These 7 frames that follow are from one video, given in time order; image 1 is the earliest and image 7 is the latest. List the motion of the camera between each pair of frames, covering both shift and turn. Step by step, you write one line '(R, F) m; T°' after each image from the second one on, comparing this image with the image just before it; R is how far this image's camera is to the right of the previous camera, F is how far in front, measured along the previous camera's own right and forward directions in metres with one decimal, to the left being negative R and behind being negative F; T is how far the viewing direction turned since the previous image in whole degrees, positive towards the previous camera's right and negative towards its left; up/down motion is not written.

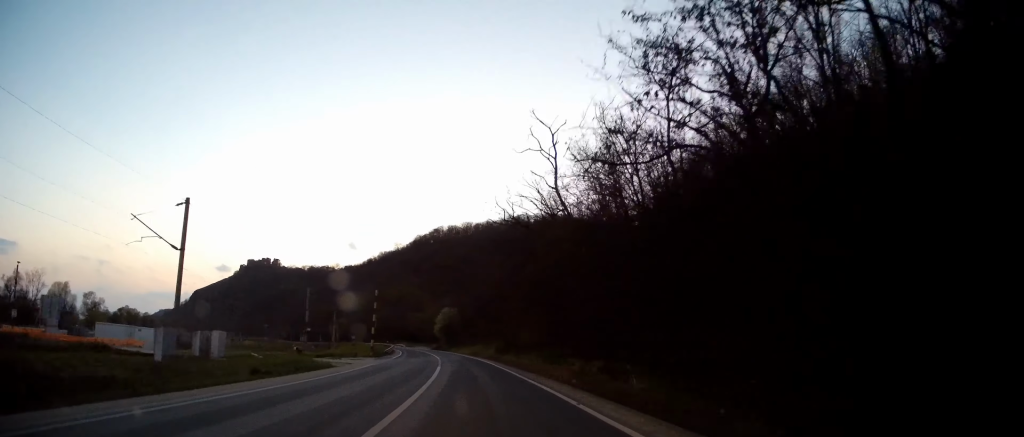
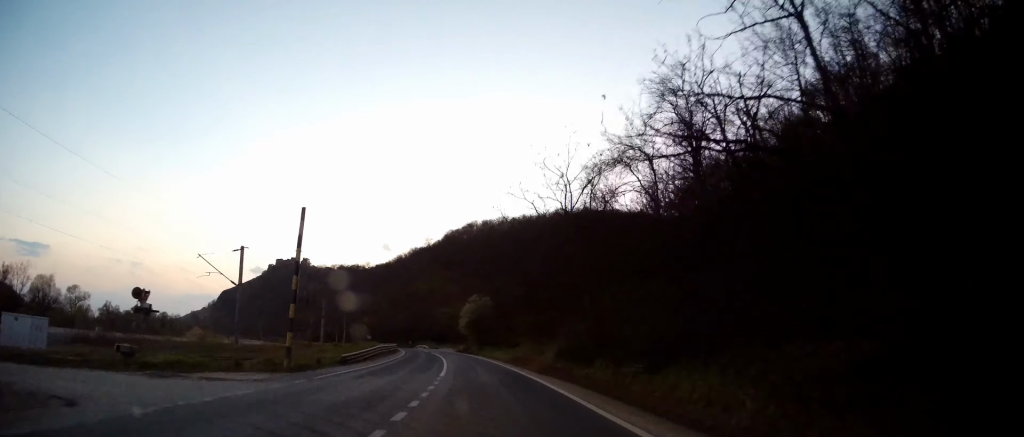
(-0.9, +25.9) m; -5°
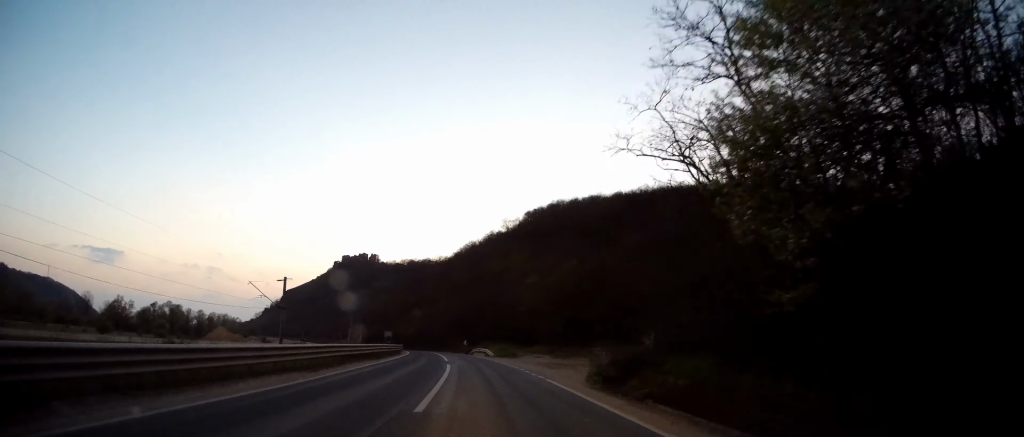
(-5.4, +68.1) m; -8°
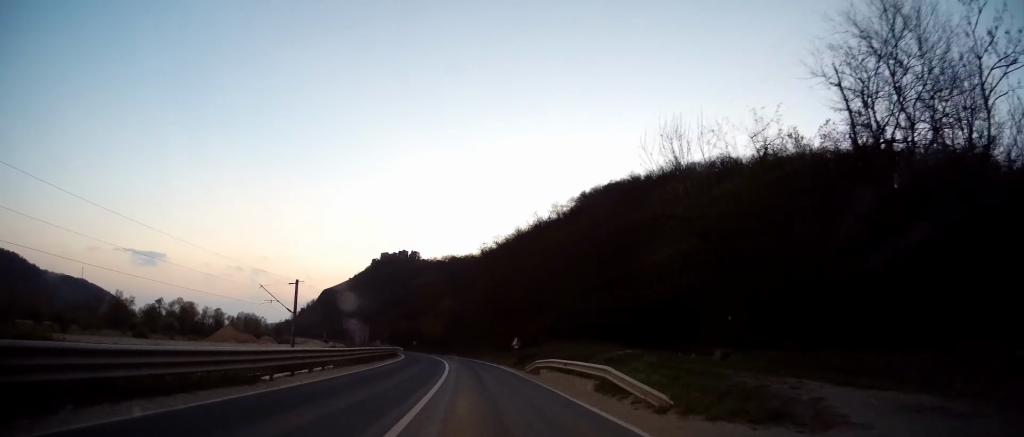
(-2.2, +41.3) m; -5°
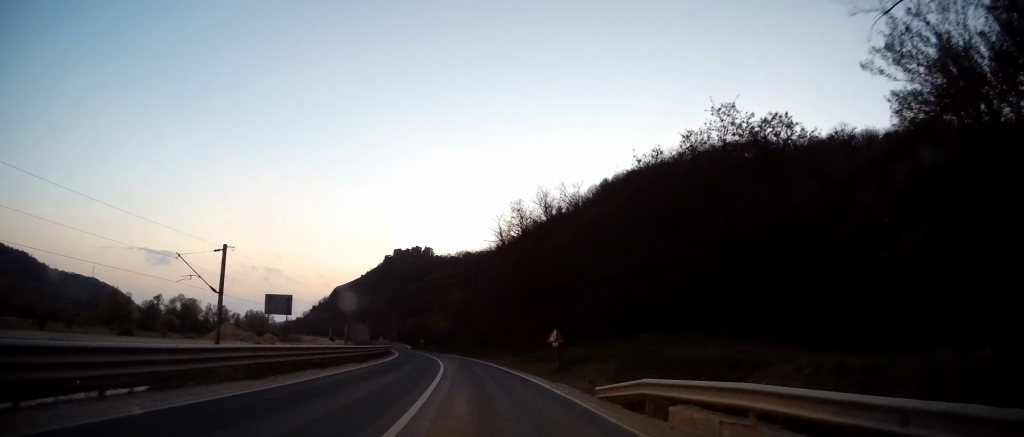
(-0.2, +15.8) m; -1°
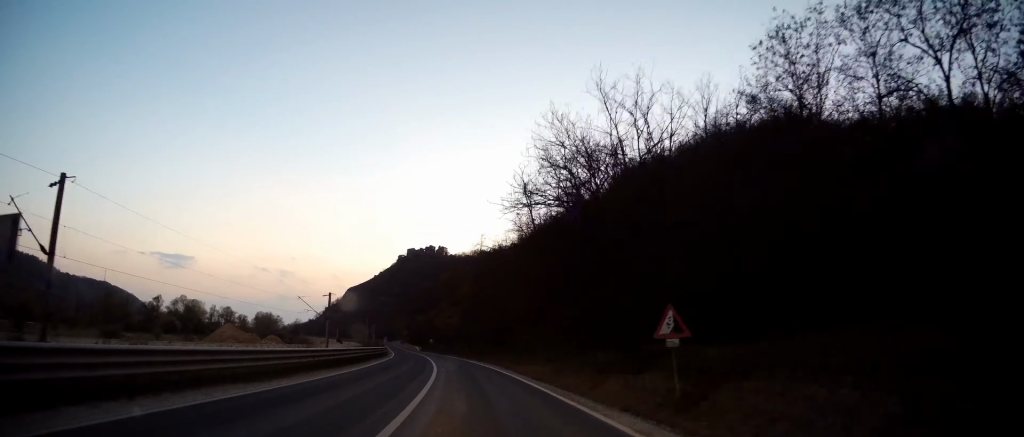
(-0.2, +14.9) m; -1°
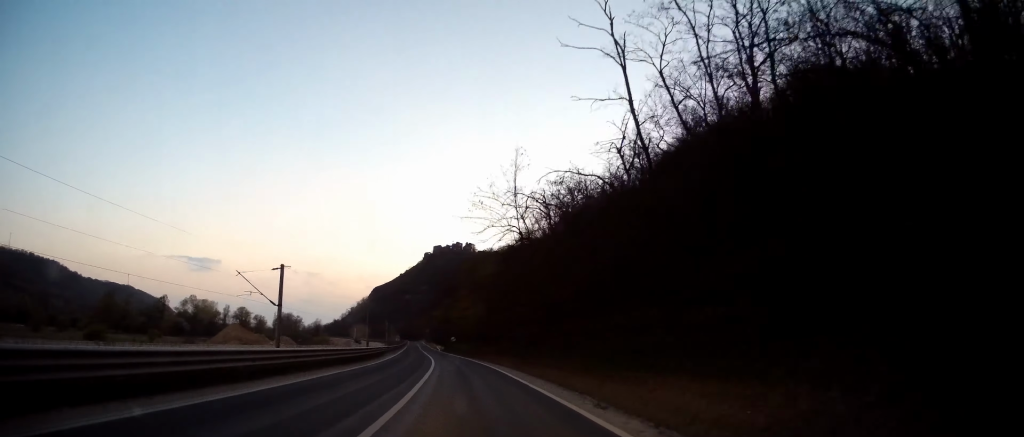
(-0.3, +20.2) m; -2°
